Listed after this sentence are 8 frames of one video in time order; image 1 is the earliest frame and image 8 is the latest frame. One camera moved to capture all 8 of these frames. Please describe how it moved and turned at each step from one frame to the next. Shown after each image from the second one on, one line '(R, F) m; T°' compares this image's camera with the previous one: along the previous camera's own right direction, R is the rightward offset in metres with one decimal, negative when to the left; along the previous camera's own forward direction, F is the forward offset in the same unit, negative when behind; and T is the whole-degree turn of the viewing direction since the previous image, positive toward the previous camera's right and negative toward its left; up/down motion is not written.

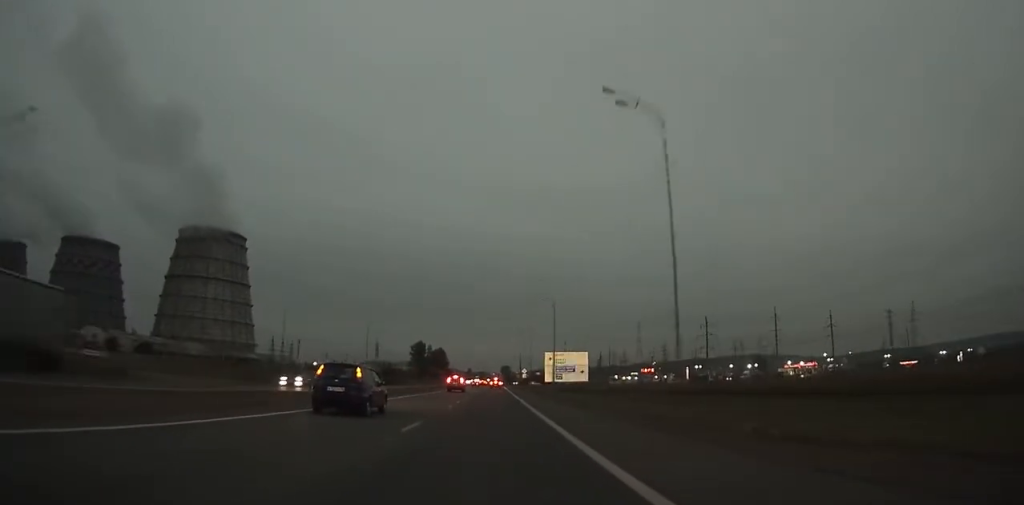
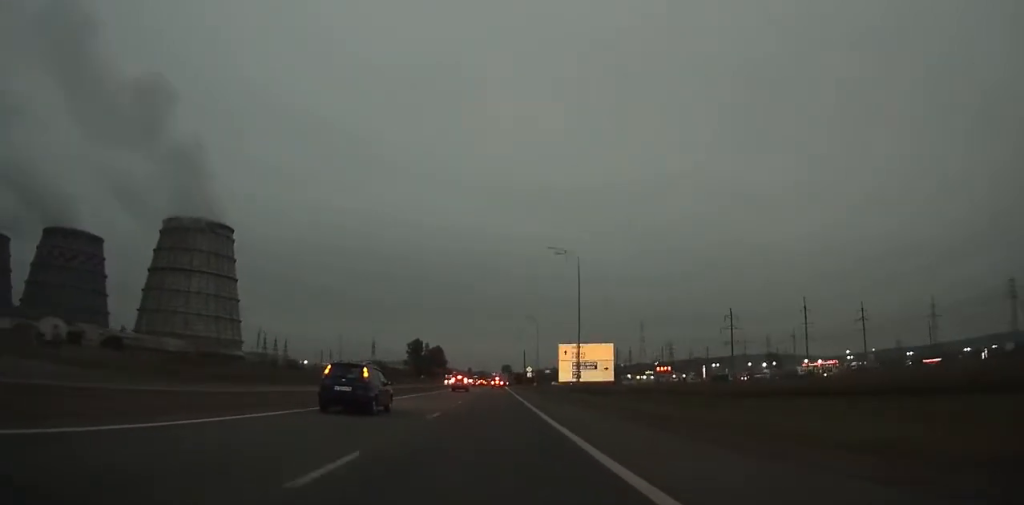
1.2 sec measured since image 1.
(0.0, +18.7) m; 0°
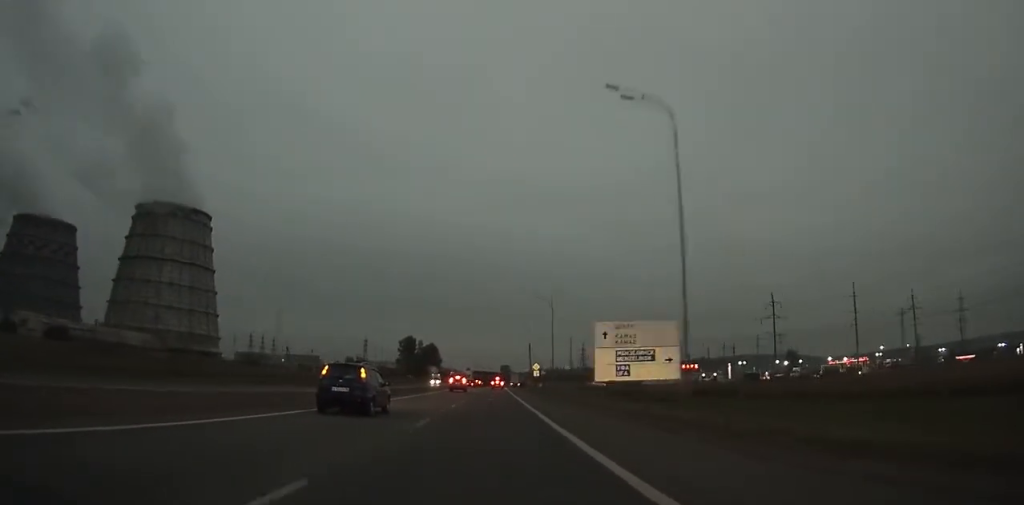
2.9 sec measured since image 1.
(0.0, +26.3) m; 0°
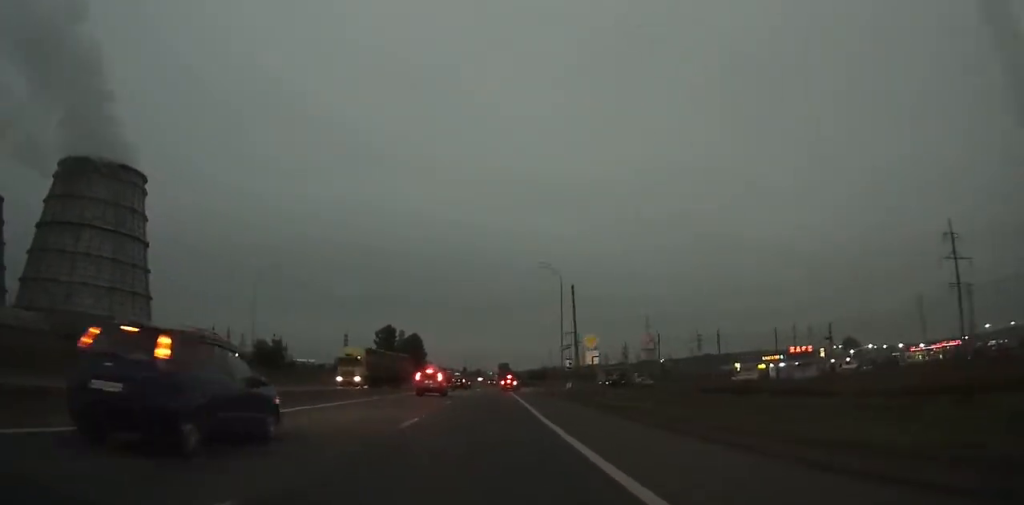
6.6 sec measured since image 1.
(+0.1, +55.8) m; 0°
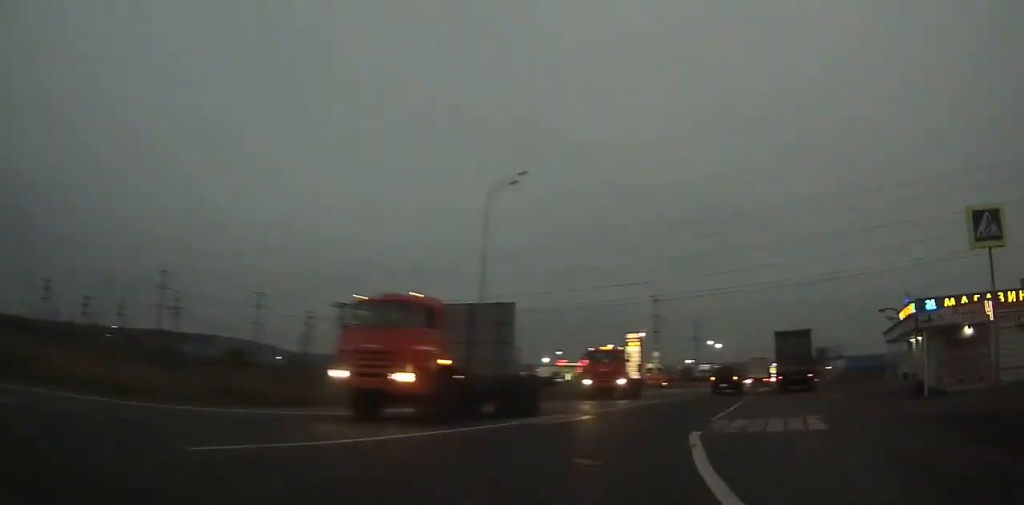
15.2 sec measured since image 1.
(+16.5, +97.5) m; +48°
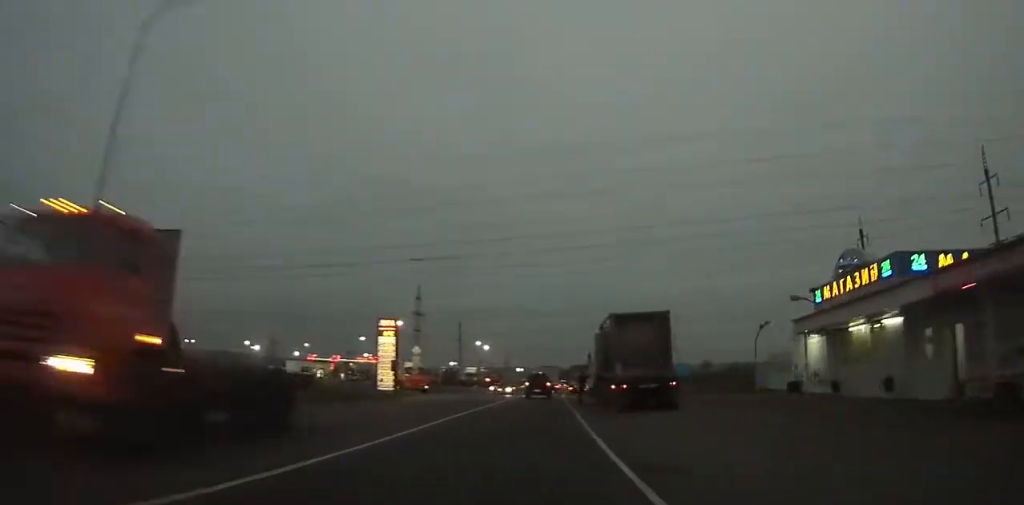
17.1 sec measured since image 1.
(+4.2, +16.5) m; +18°
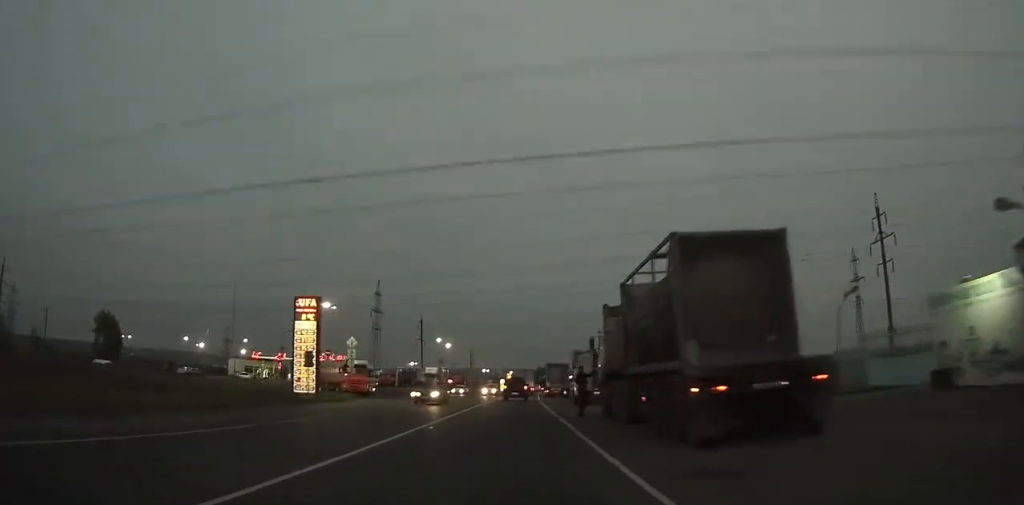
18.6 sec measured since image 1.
(+2.7, +13.9) m; +12°
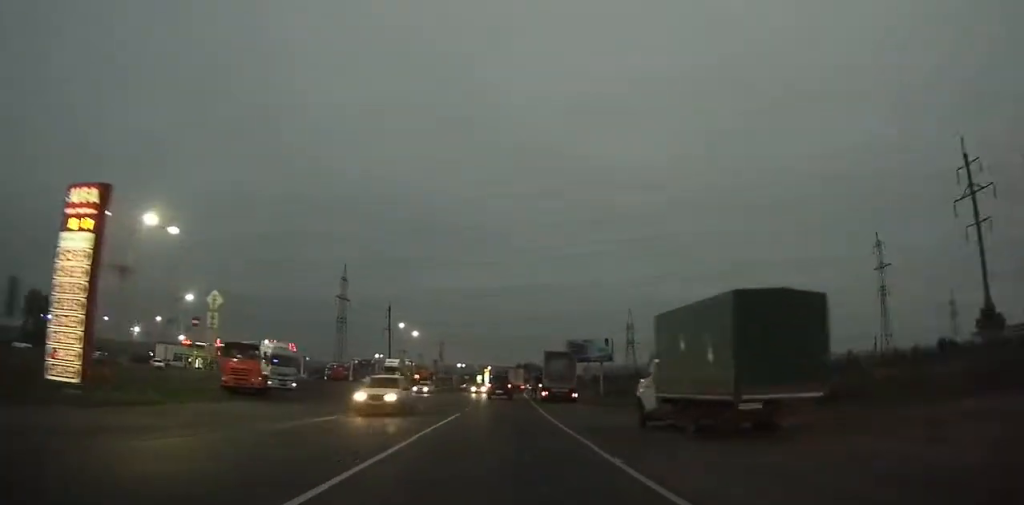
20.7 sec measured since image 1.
(+1.5, +20.5) m; +4°
